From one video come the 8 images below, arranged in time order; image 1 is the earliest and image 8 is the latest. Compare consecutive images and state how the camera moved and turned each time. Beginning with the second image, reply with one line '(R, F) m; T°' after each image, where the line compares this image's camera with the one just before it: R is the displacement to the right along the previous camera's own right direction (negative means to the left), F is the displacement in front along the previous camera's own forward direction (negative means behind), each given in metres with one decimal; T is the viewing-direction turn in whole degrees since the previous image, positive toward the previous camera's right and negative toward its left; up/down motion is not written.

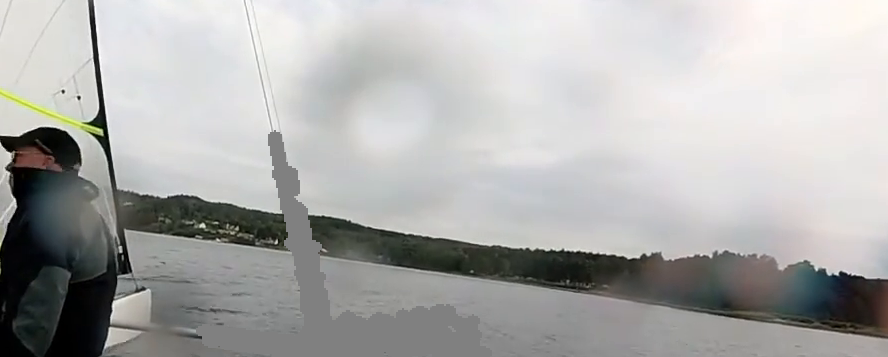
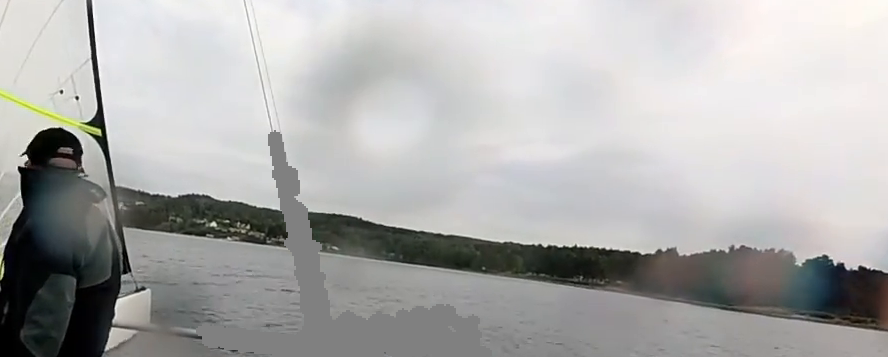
(-0.3, +1.8) m; +4°
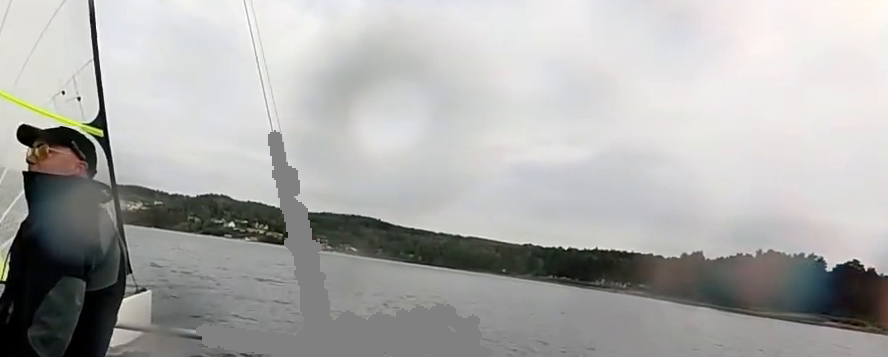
(+0.5, +3.1) m; -5°
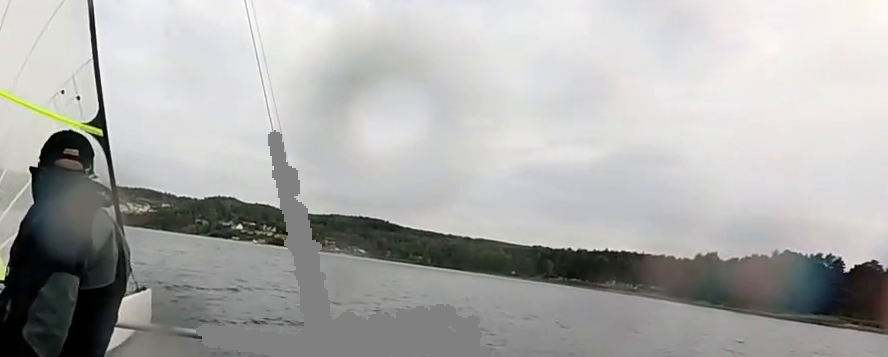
(+0.2, +3.0) m; -10°
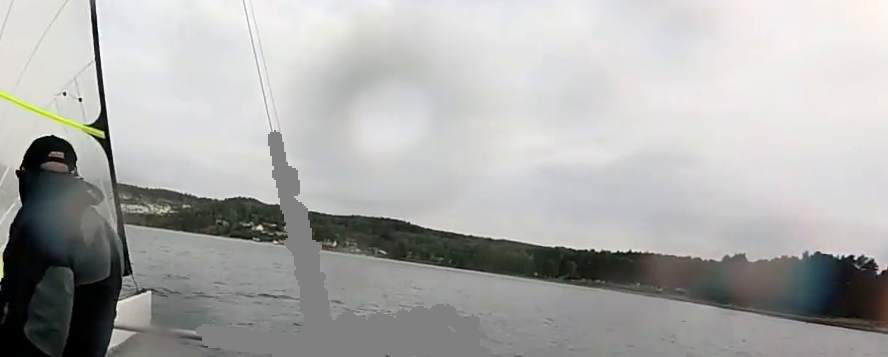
(-0.8, +1.6) m; -8°
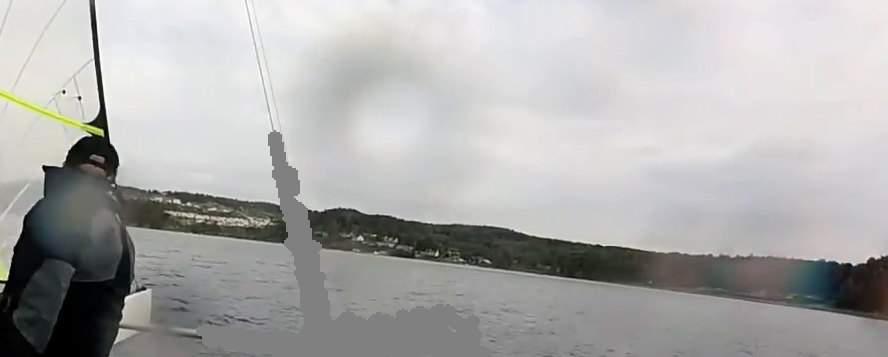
(-0.2, +8.4) m; -9°
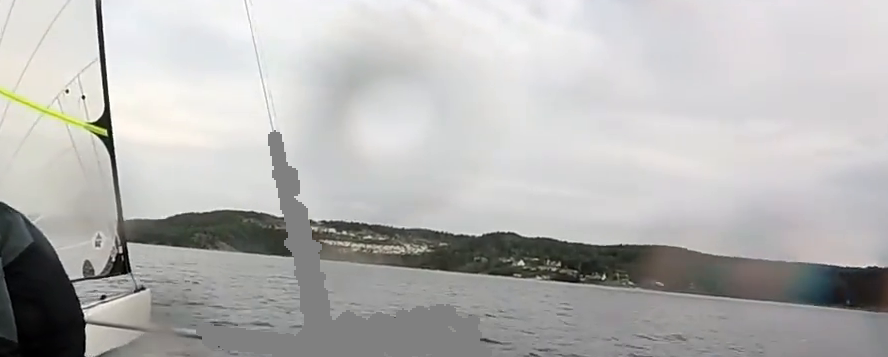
(-1.2, +6.1) m; -3°
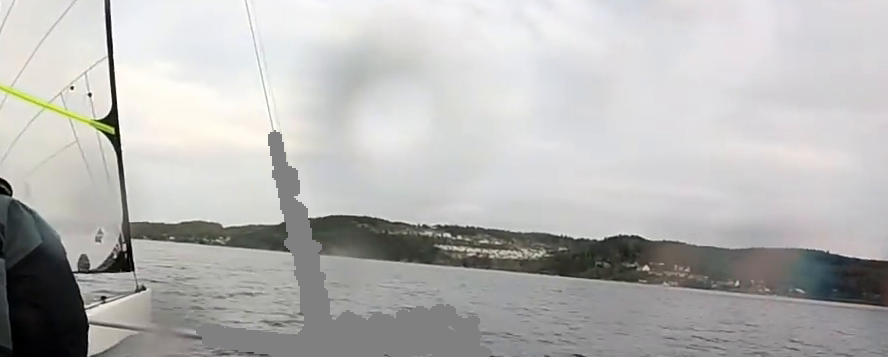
(+0.7, +4.2) m; -7°
